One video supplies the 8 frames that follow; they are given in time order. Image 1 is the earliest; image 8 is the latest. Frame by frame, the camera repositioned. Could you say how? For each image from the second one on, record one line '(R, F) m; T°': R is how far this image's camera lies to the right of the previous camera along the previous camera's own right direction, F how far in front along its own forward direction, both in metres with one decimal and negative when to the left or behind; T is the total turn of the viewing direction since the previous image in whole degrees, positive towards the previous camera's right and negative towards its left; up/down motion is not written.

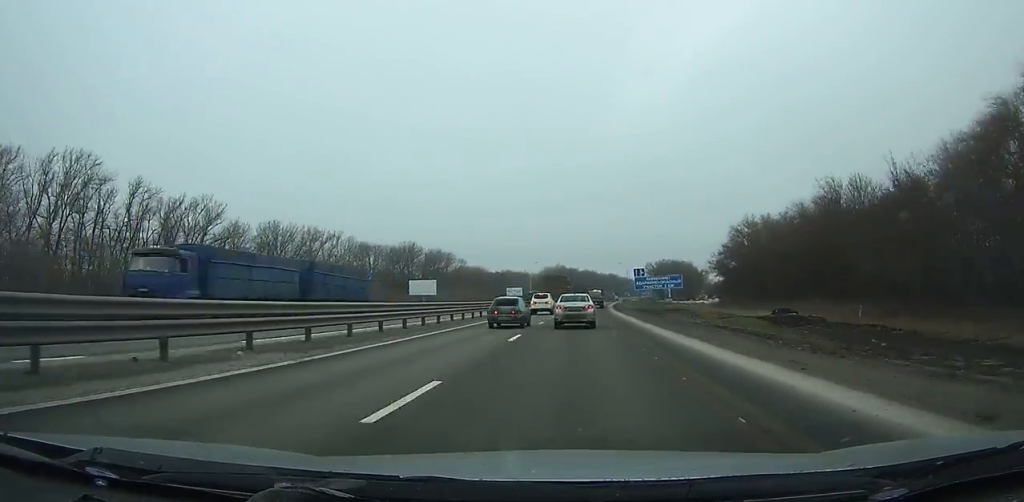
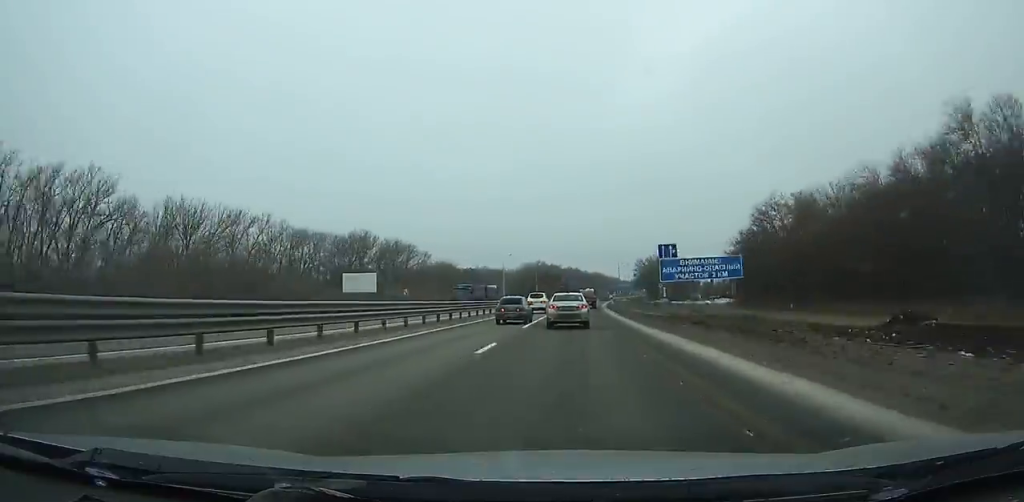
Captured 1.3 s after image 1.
(0.0, +27.6) m; +1°
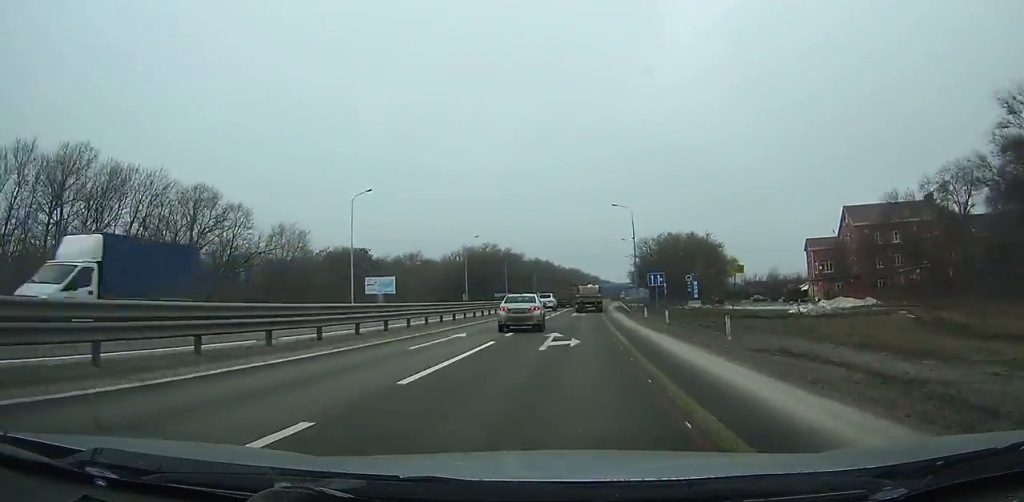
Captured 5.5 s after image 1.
(+2.6, +88.0) m; +3°
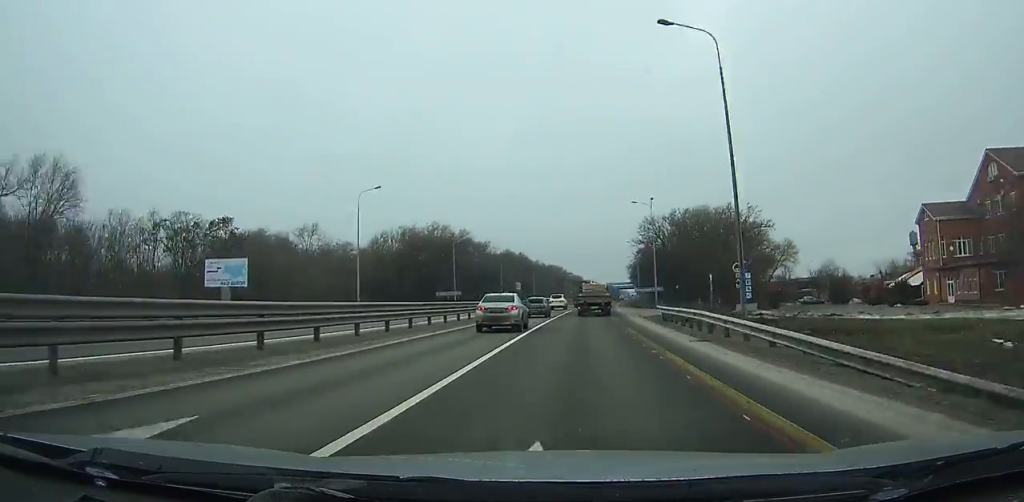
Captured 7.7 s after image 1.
(+0.2, +46.2) m; +2°
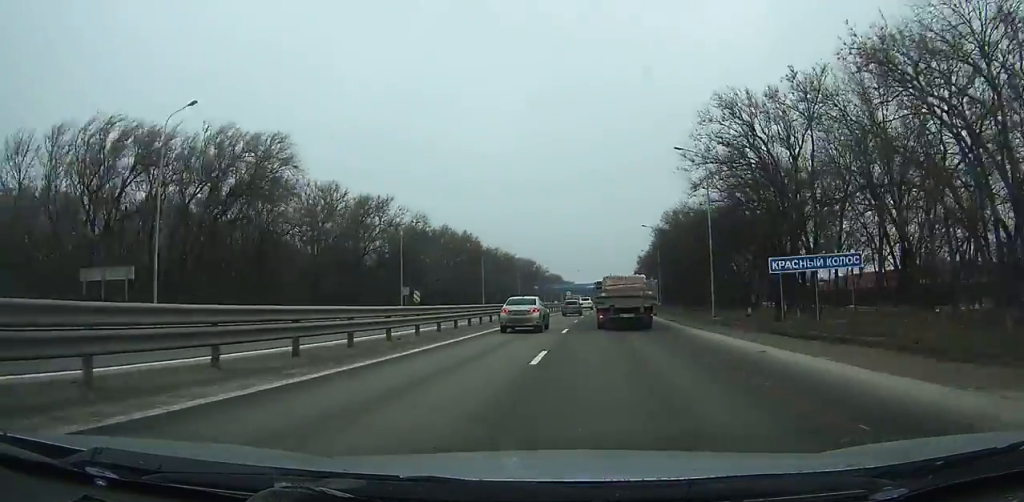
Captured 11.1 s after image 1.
(+2.0, +73.6) m; +3°
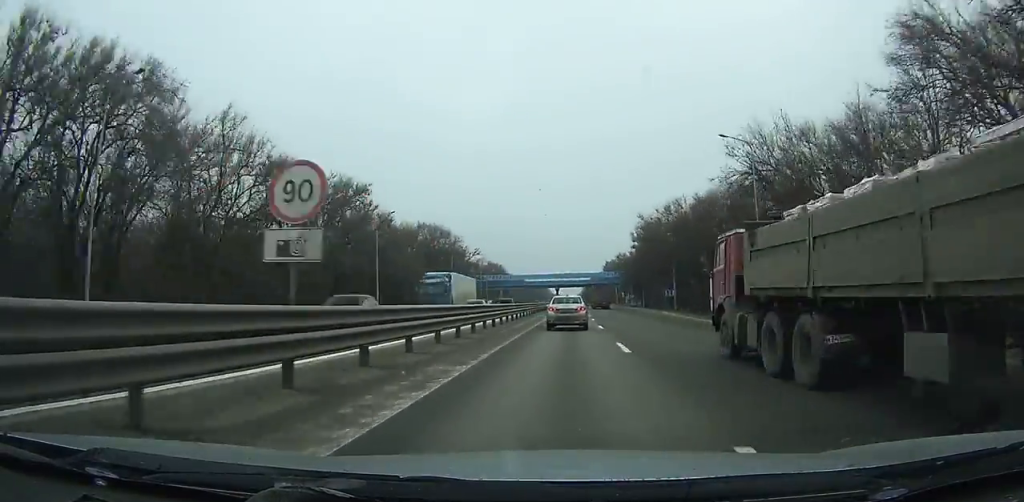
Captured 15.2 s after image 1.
(+3.0, +93.7) m; +4°
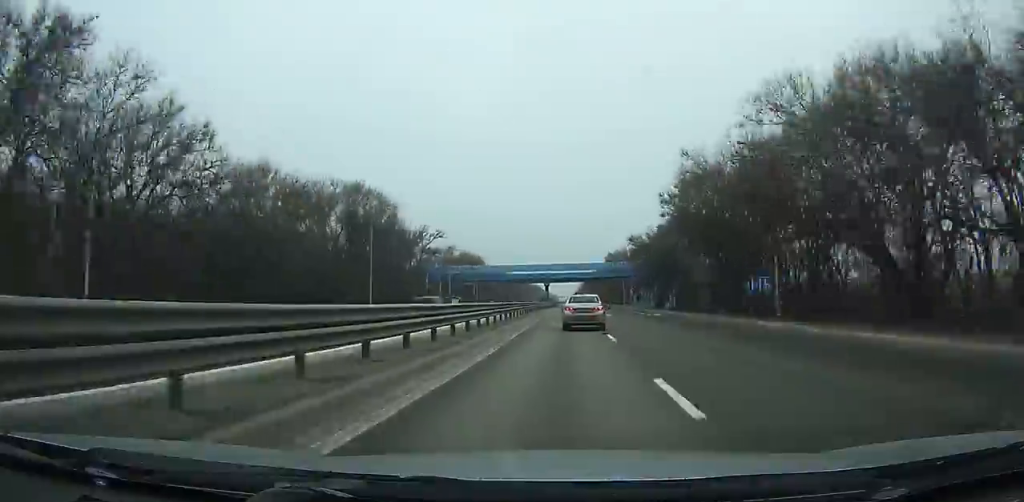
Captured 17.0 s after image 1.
(+0.6, +42.4) m; +1°
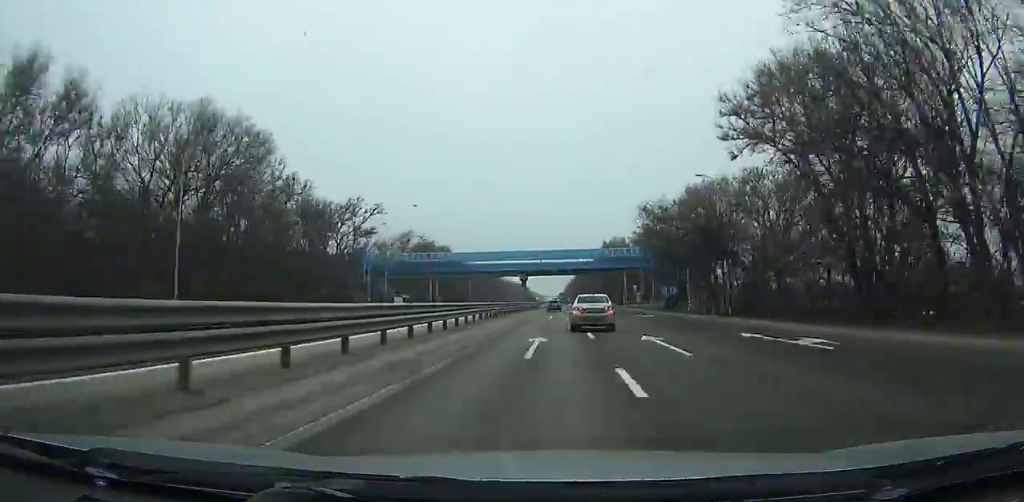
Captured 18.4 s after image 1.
(+0.4, +33.5) m; 0°
